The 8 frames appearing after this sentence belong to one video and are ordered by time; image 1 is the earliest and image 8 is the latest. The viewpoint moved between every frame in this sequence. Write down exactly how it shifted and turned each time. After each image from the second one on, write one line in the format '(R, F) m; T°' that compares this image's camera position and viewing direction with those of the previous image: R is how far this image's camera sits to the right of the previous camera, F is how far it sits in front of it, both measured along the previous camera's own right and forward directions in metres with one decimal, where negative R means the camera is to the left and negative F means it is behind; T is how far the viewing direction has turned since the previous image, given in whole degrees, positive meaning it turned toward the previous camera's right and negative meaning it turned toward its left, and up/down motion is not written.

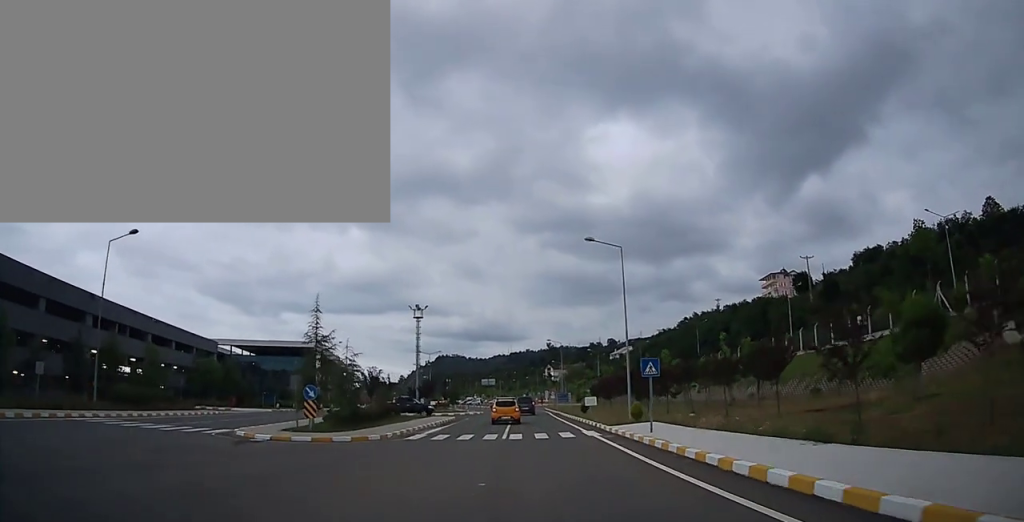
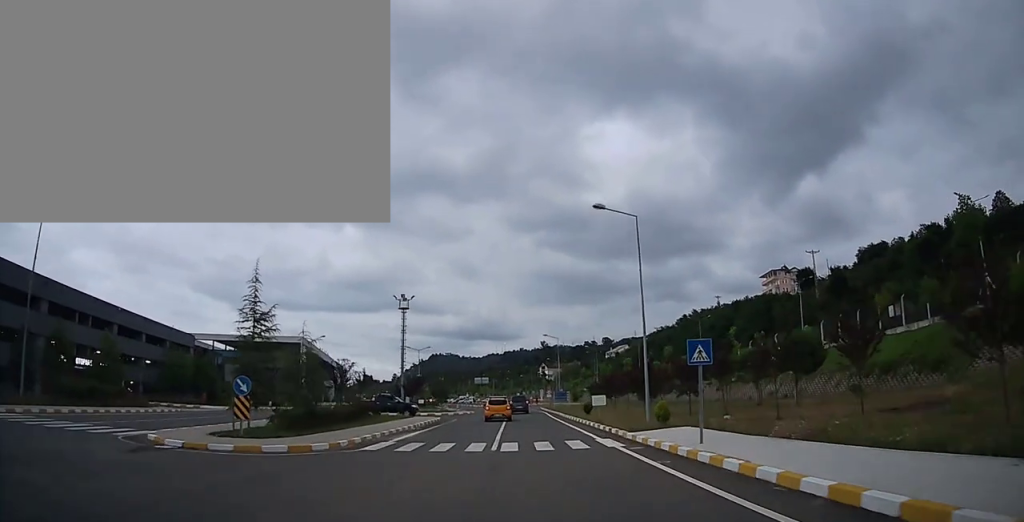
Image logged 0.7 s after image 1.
(+0.1, +5.4) m; +1°
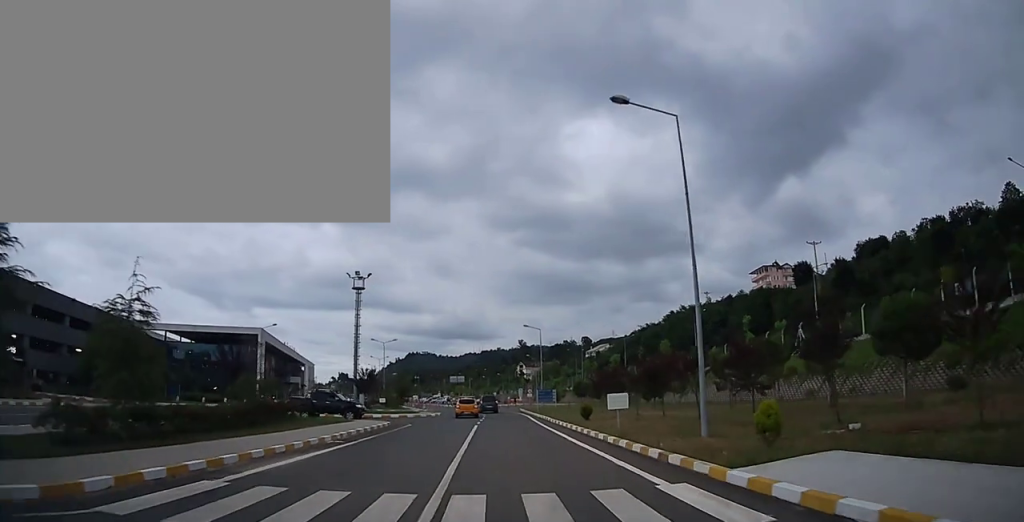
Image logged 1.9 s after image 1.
(+0.1, +10.4) m; +1°
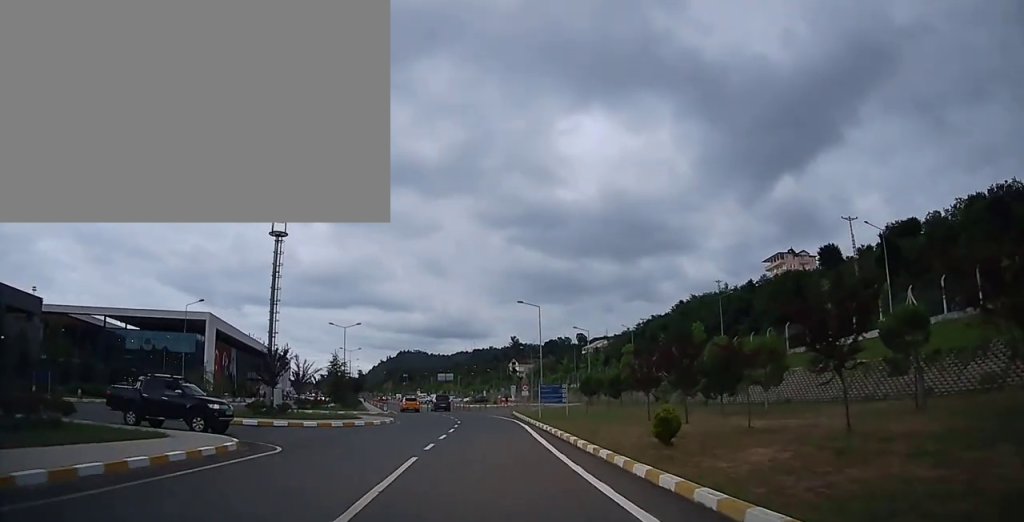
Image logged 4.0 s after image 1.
(+0.4, +18.0) m; +1°
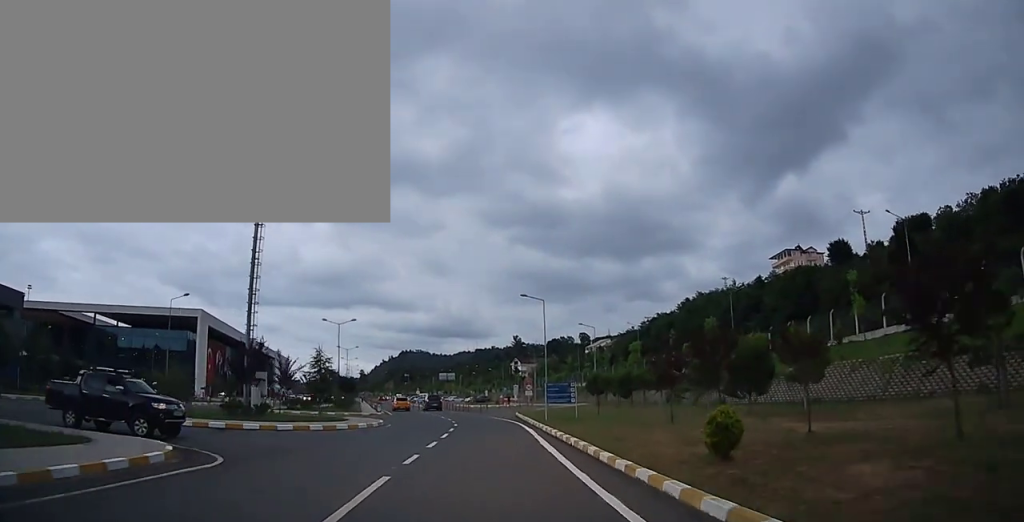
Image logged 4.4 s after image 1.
(0.0, +3.8) m; -1°
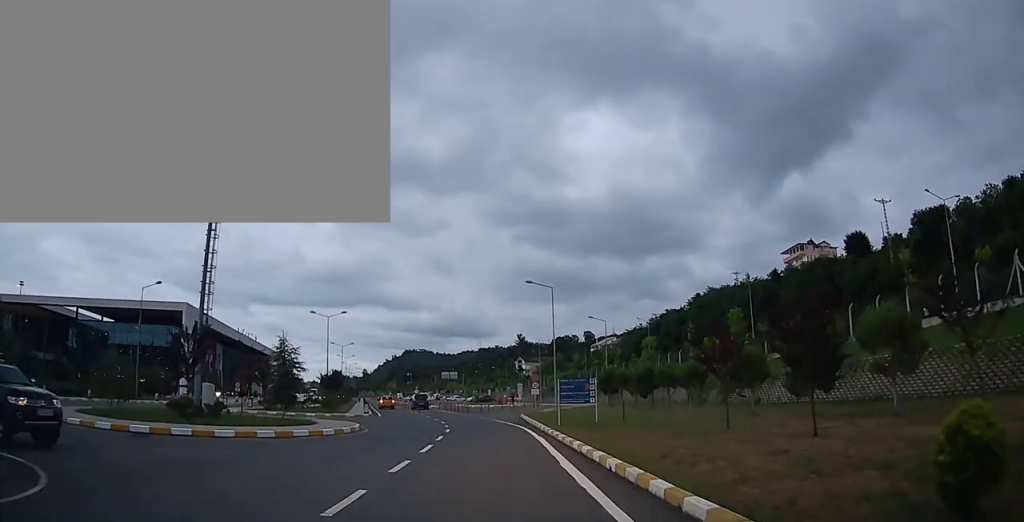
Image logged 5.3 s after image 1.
(-0.1, +6.1) m; +1°
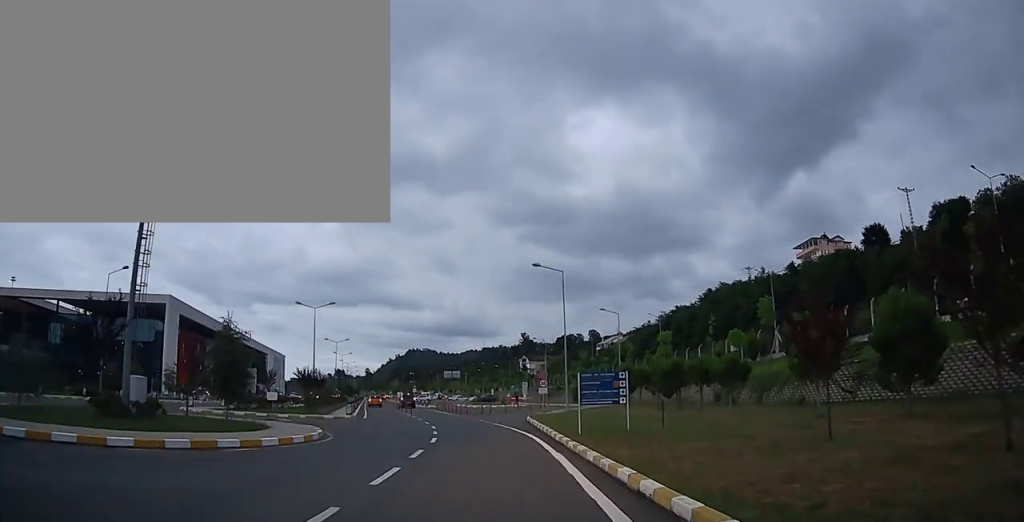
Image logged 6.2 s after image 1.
(+0.2, +6.4) m; +2°
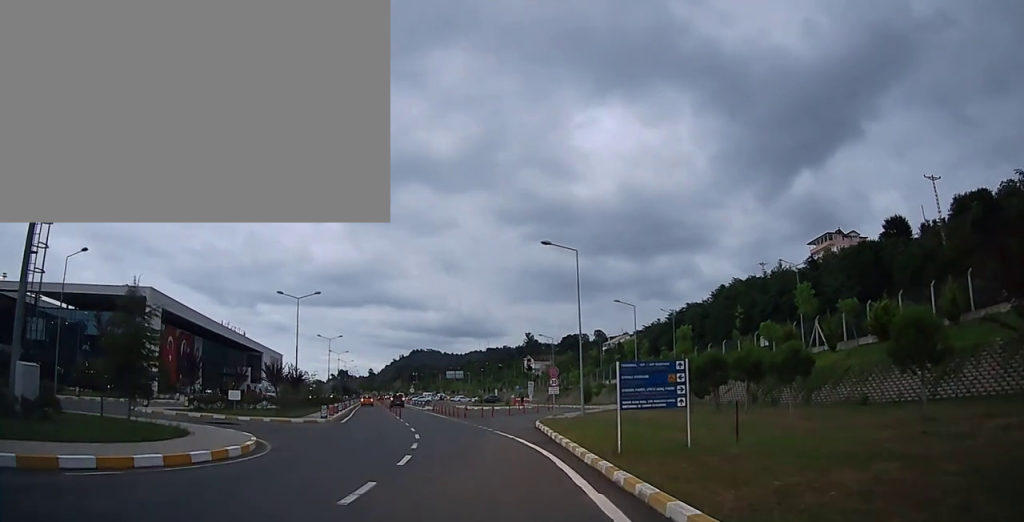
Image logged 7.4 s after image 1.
(0.0, +5.6) m; -2°
